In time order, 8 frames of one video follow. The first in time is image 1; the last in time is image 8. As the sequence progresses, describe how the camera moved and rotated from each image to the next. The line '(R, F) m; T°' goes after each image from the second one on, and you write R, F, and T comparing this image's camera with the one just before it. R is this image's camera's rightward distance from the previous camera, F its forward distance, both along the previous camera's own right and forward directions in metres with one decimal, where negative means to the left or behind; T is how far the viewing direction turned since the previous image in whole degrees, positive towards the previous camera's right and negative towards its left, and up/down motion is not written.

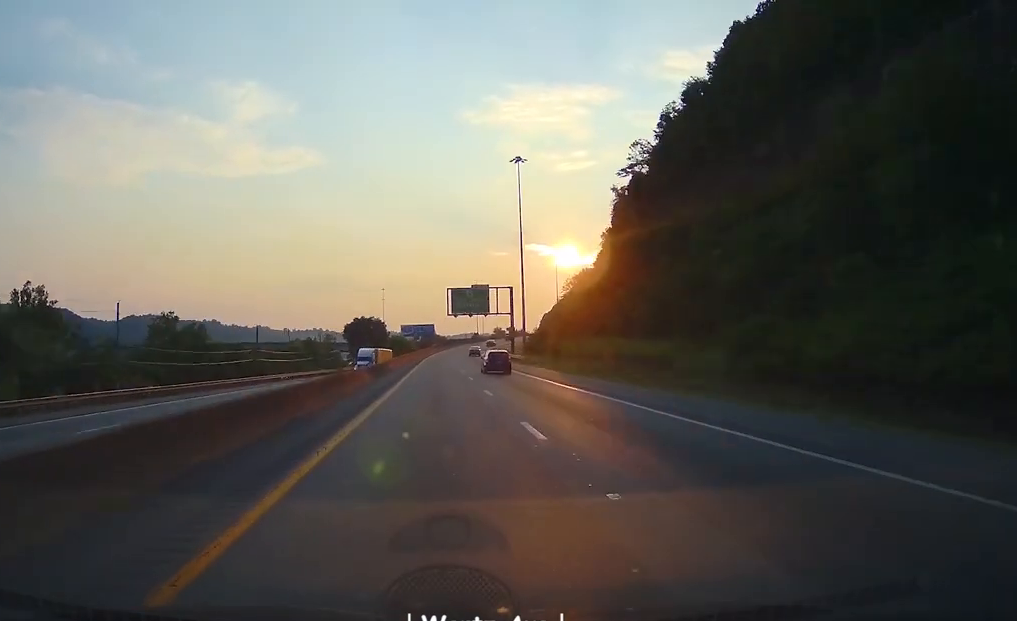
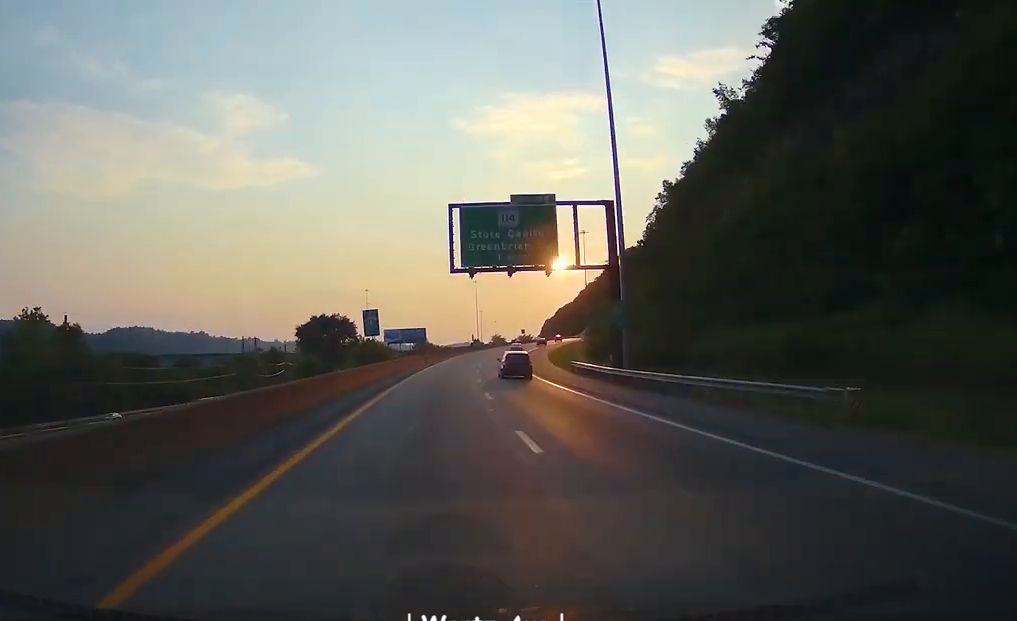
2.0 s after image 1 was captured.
(-1.9, +59.2) m; +3°
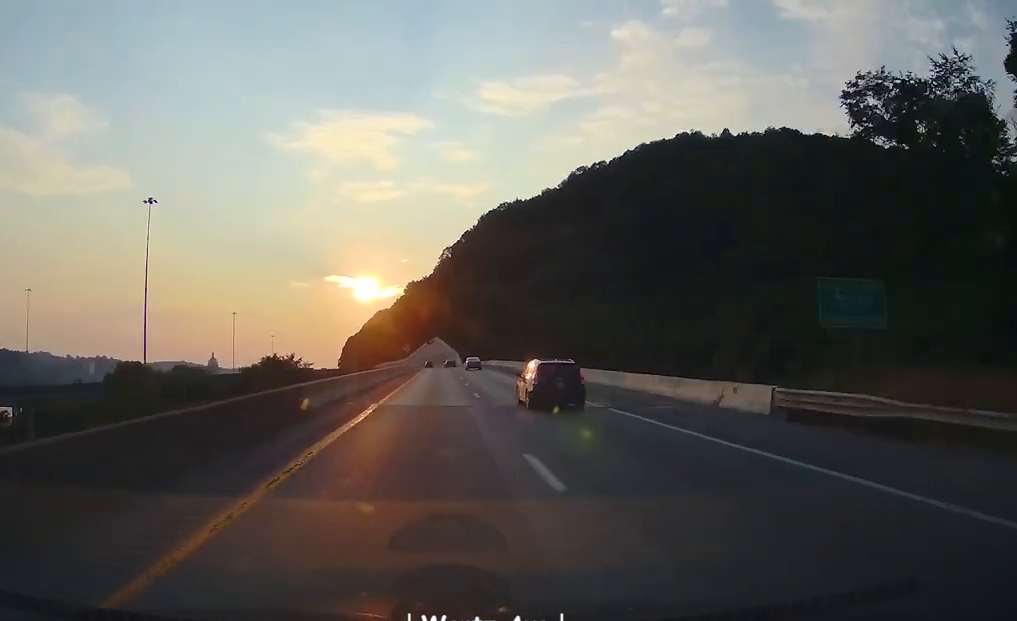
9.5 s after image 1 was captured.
(+28.0, +218.3) m; +9°
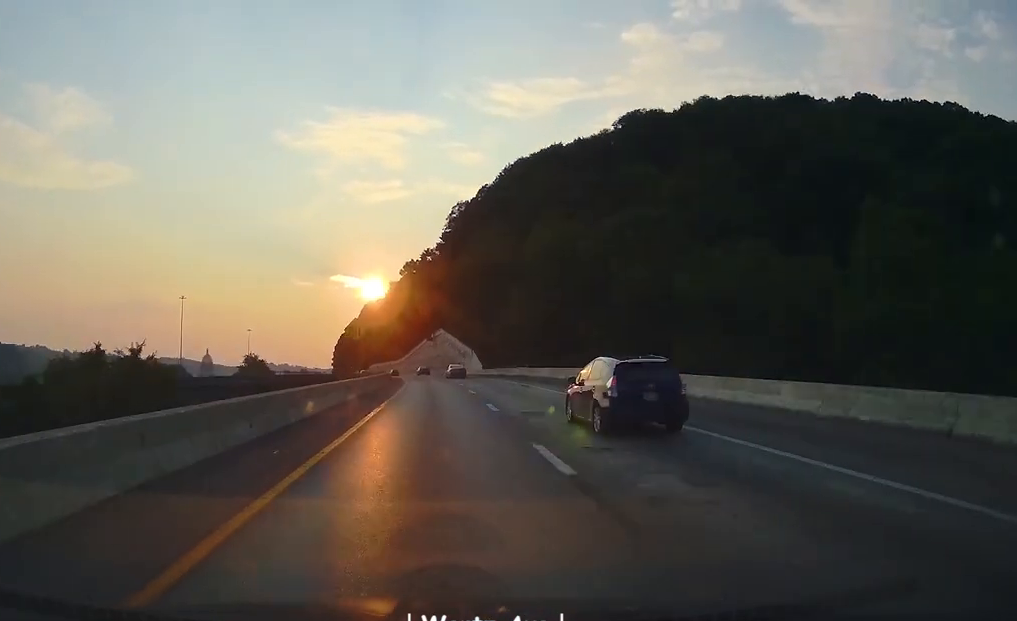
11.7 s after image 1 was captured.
(-0.7, +67.3) m; -2°
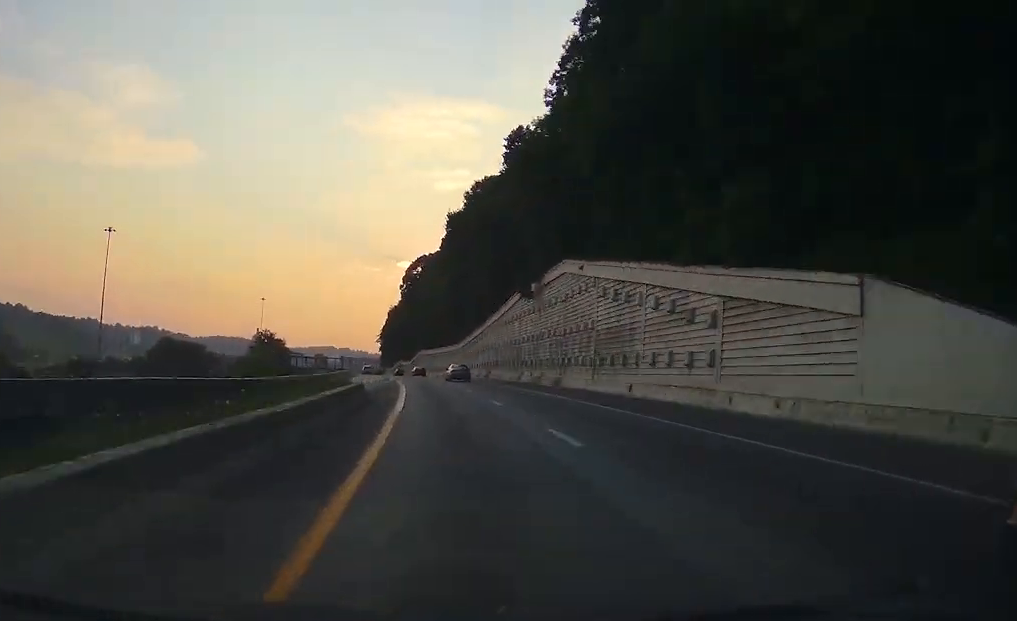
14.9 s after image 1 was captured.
(-2.3, +95.0) m; -4°
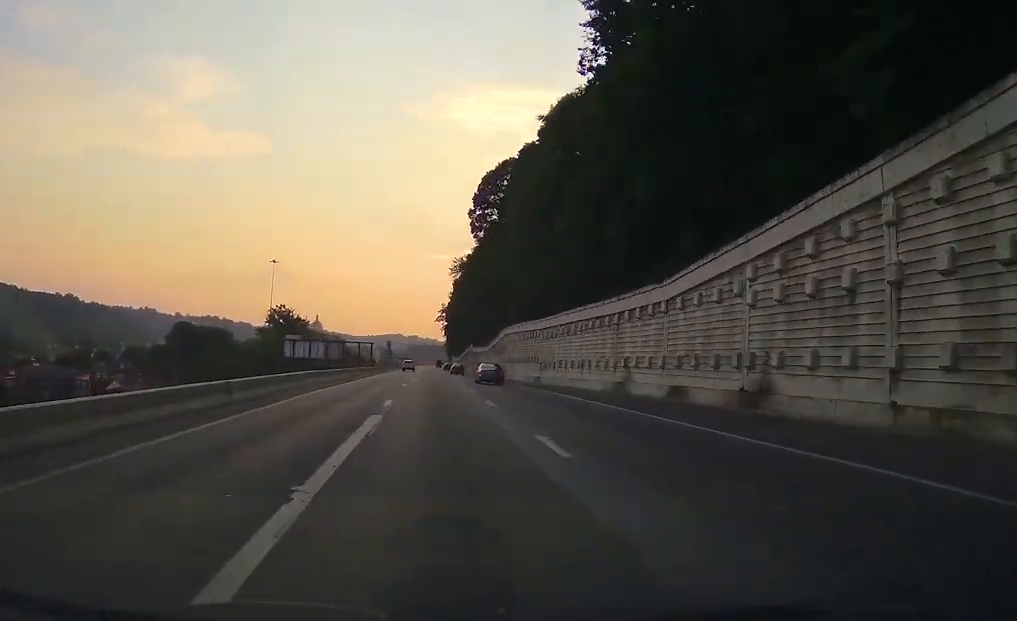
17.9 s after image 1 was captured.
(-4.2, +87.6) m; -3°
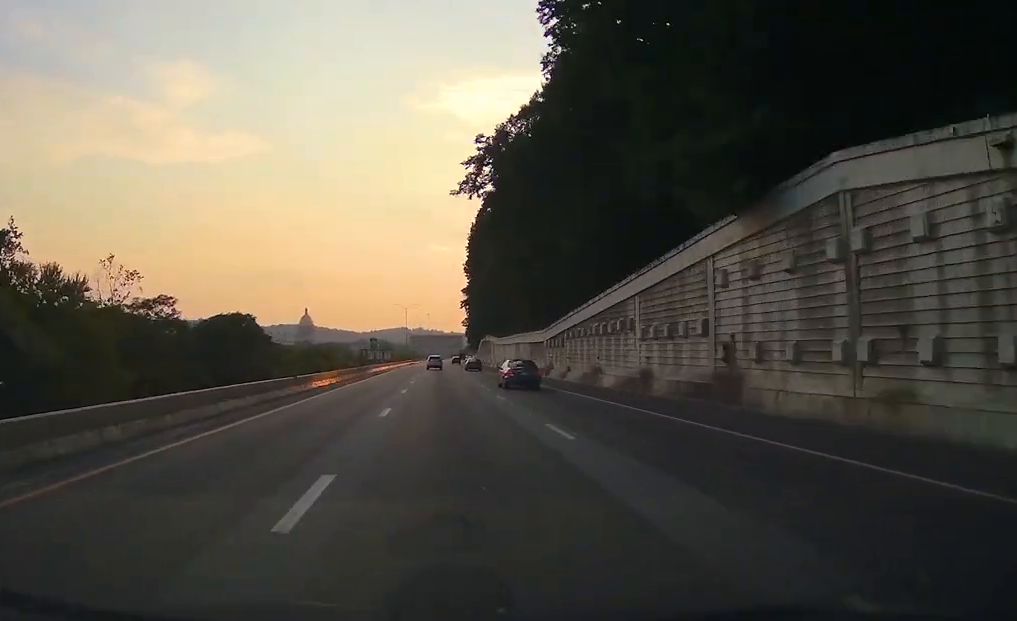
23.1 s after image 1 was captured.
(-2.0, +157.1) m; -1°
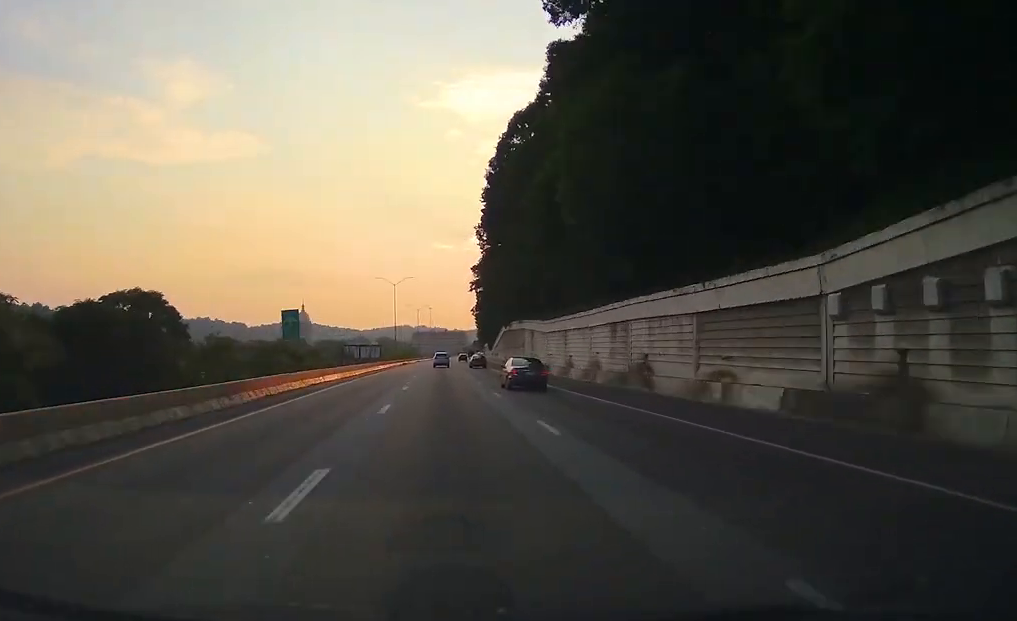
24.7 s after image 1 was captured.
(-0.4, +48.4) m; 0°
